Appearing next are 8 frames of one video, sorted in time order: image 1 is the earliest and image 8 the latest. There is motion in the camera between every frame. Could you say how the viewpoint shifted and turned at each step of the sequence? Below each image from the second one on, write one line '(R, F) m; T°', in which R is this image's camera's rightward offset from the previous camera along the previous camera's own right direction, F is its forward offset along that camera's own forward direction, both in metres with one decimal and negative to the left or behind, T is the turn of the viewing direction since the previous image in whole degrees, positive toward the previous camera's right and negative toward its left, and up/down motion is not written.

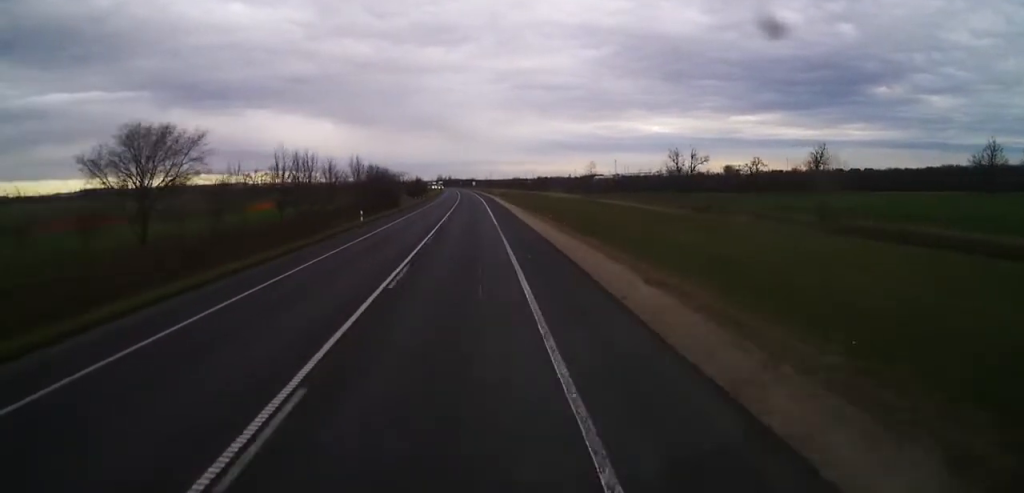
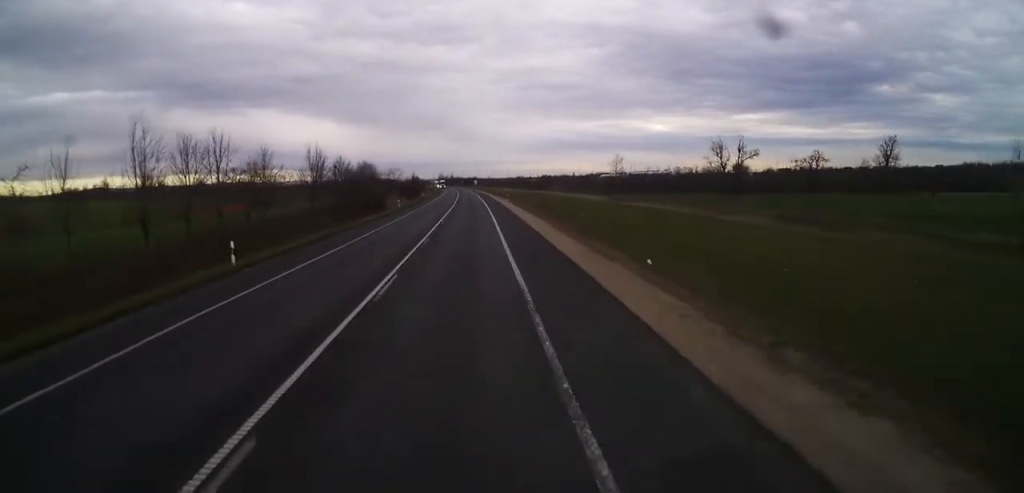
(0.0, +26.1) m; 0°
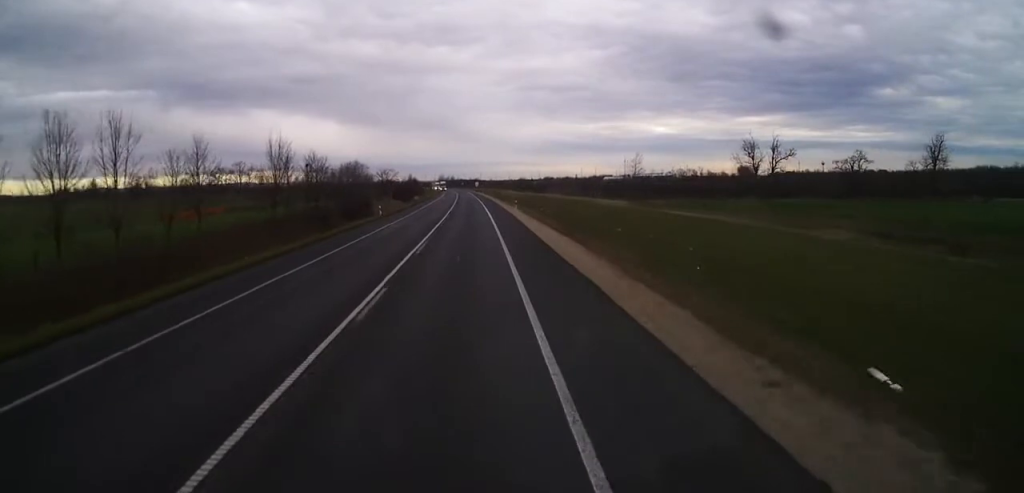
(0.0, +14.4) m; 0°
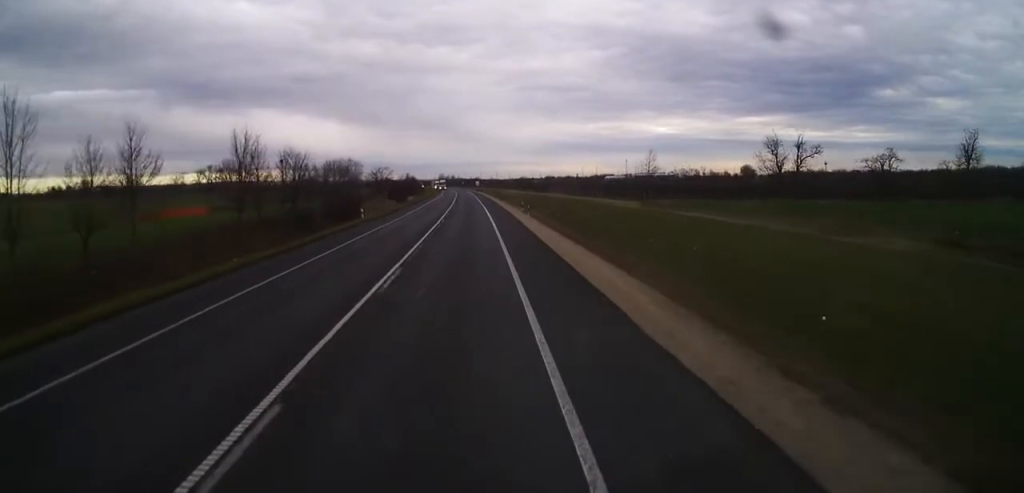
(-0.1, +9.1) m; 0°
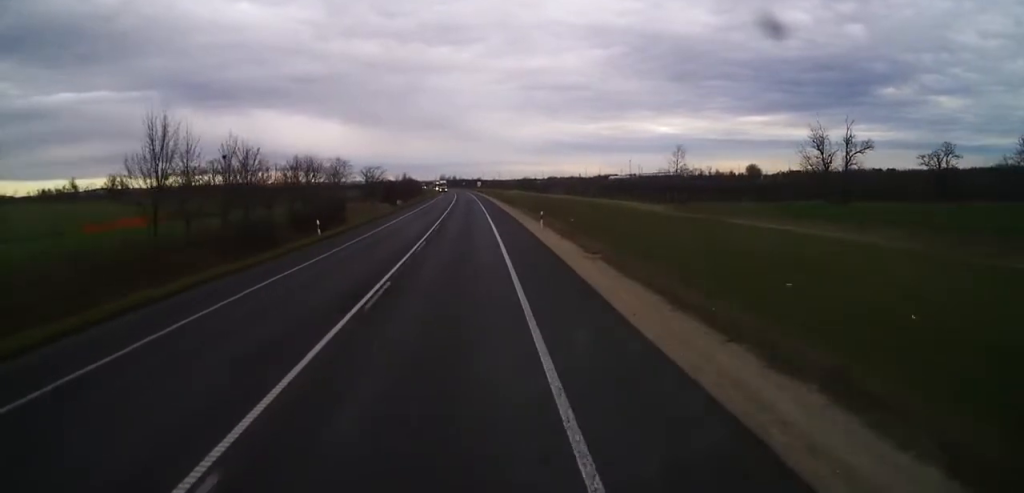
(-0.1, +14.5) m; 0°
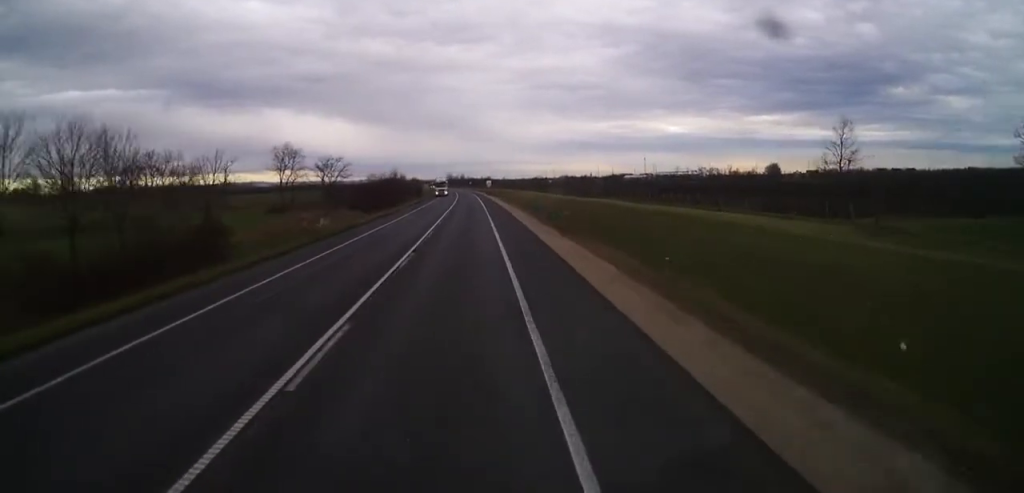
(-0.3, +42.0) m; -1°
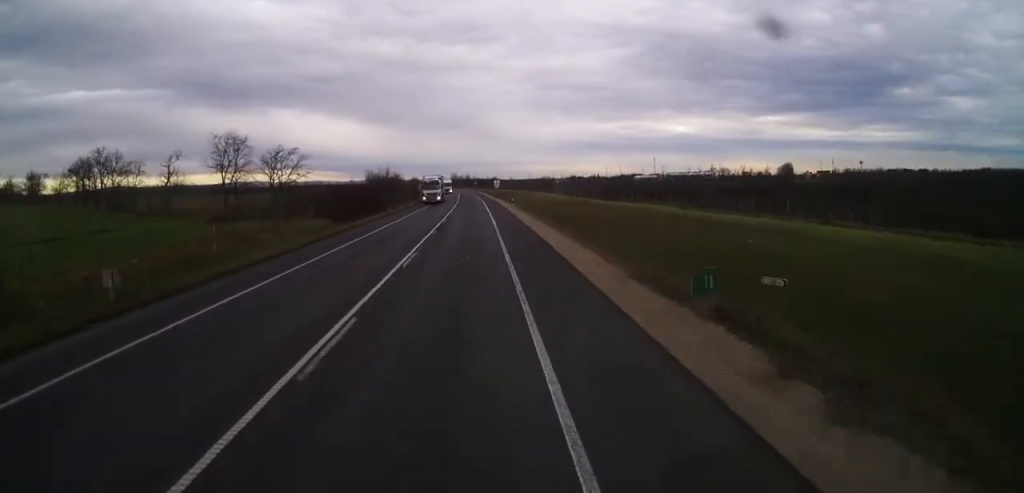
(+0.1, +23.7) m; 0°
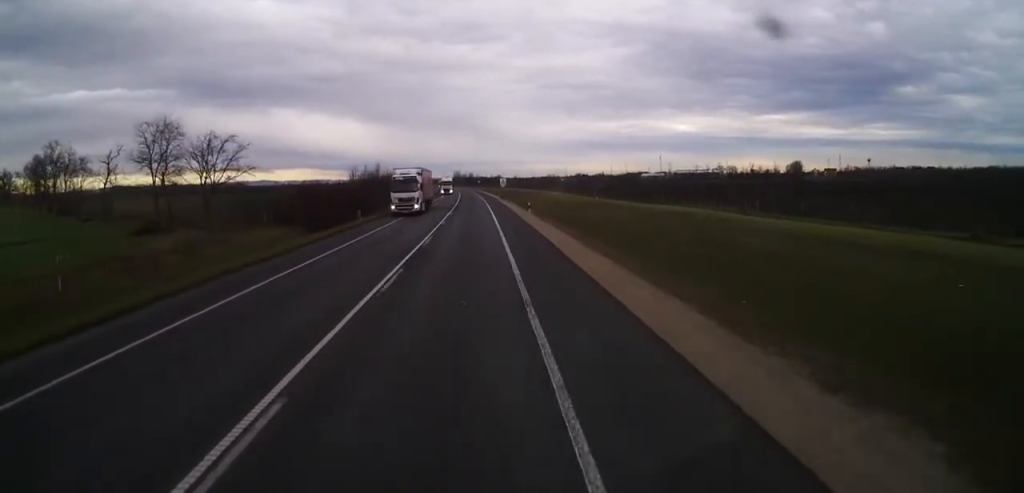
(0.0, +17.0) m; 0°
